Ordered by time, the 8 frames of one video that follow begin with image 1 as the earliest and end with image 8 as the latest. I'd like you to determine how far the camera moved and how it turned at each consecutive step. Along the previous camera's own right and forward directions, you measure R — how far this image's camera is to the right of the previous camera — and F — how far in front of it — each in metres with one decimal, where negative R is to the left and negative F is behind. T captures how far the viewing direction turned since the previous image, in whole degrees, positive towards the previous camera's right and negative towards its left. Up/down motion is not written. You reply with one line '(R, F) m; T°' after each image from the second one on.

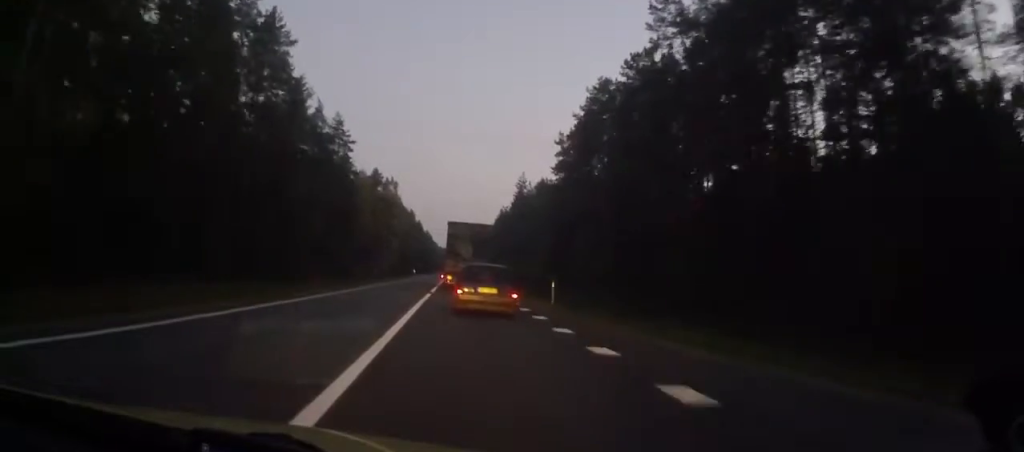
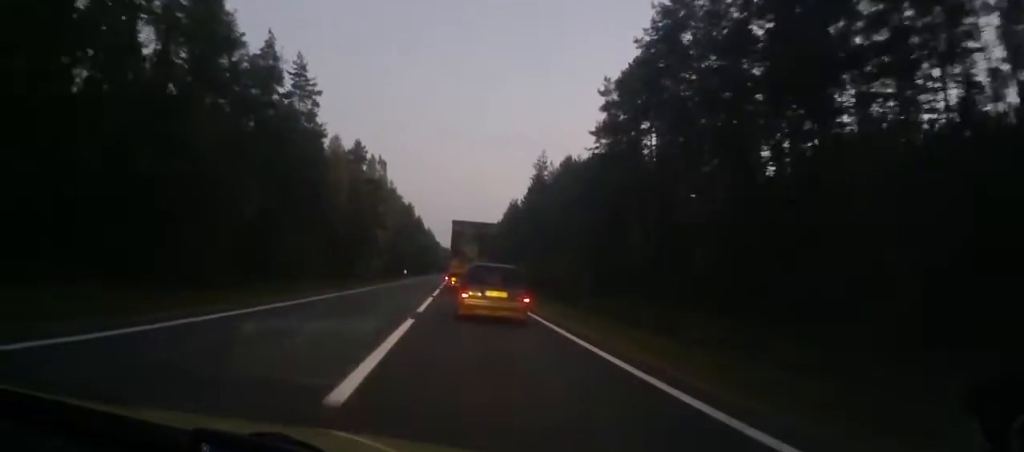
(-0.1, +25.8) m; 0°
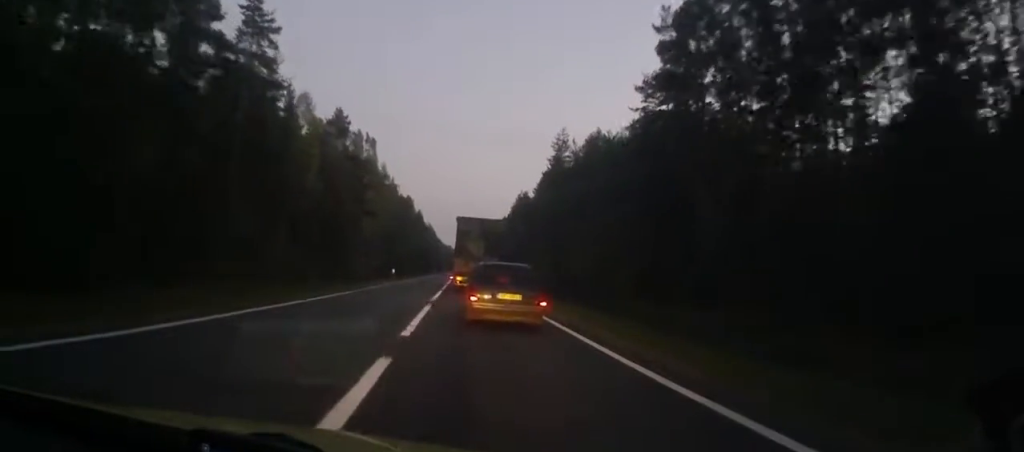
(0.0, +17.6) m; 0°
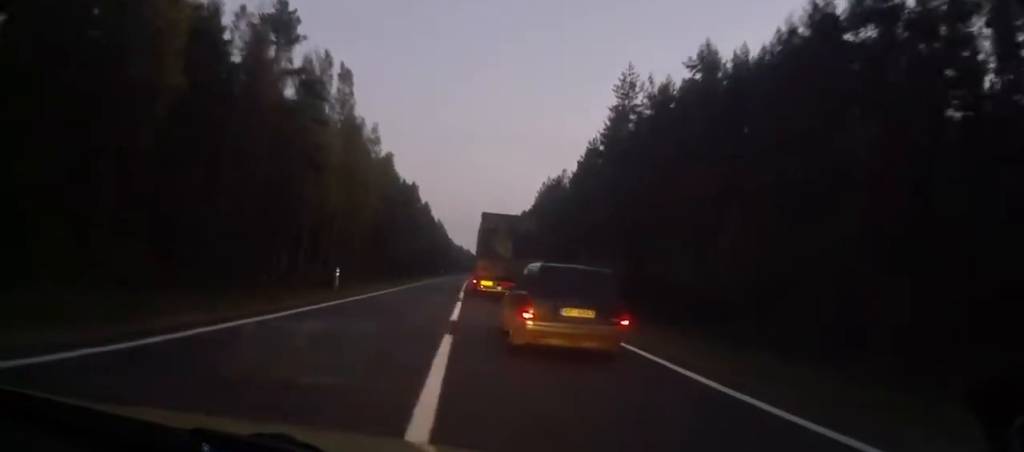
(0.0, +30.7) m; 0°
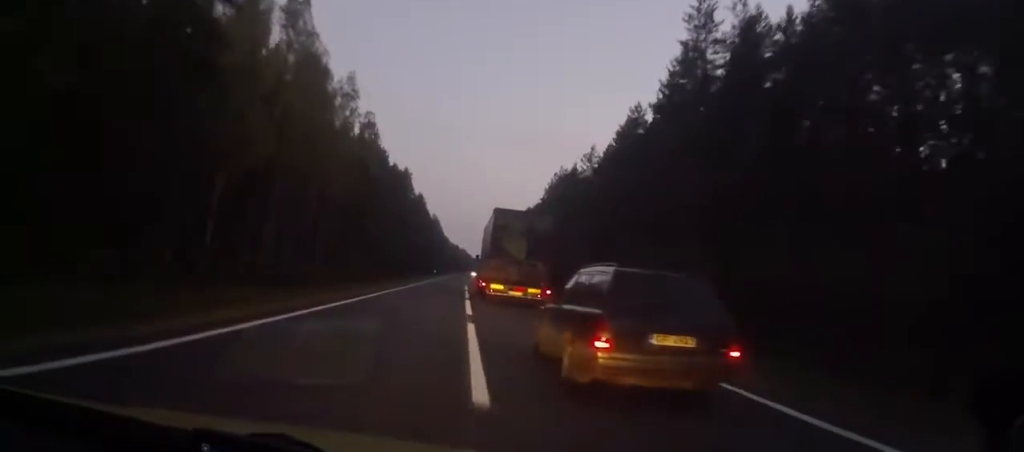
(0.0, +20.4) m; 0°
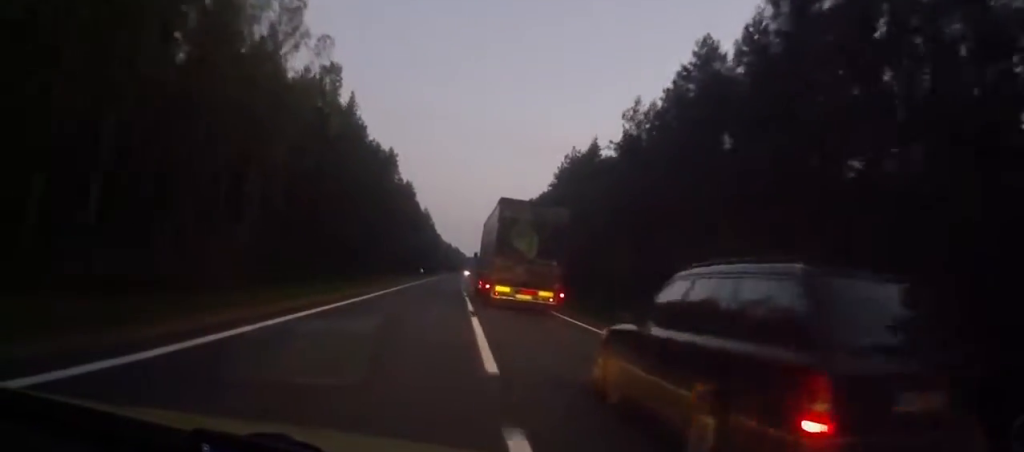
(-0.2, +20.8) m; 0°
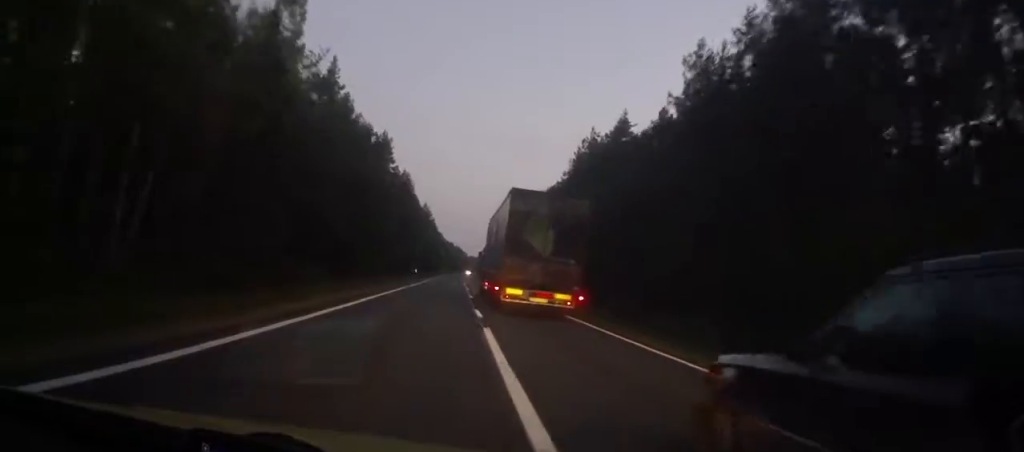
(-0.1, +14.6) m; 0°
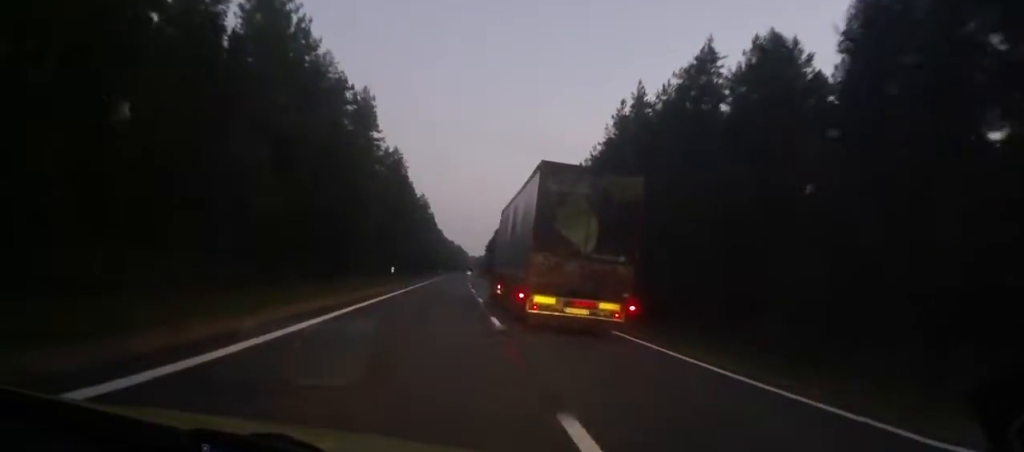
(+0.3, +25.6) m; +1°
